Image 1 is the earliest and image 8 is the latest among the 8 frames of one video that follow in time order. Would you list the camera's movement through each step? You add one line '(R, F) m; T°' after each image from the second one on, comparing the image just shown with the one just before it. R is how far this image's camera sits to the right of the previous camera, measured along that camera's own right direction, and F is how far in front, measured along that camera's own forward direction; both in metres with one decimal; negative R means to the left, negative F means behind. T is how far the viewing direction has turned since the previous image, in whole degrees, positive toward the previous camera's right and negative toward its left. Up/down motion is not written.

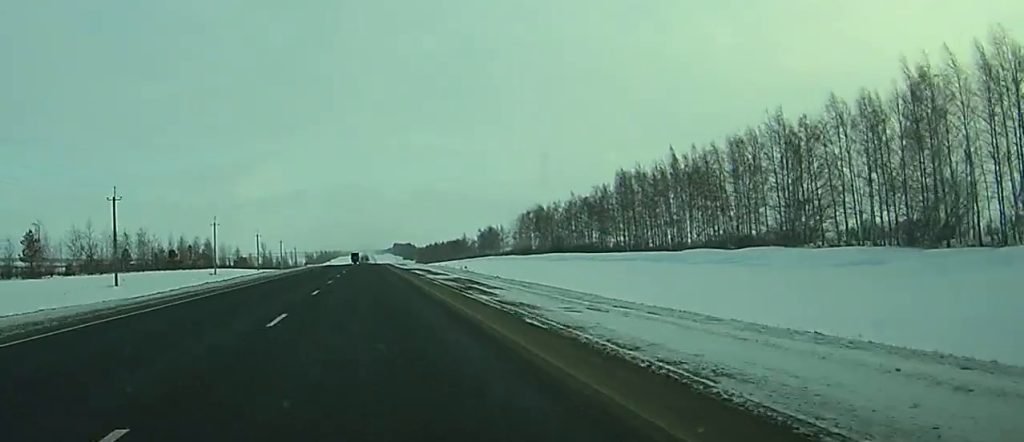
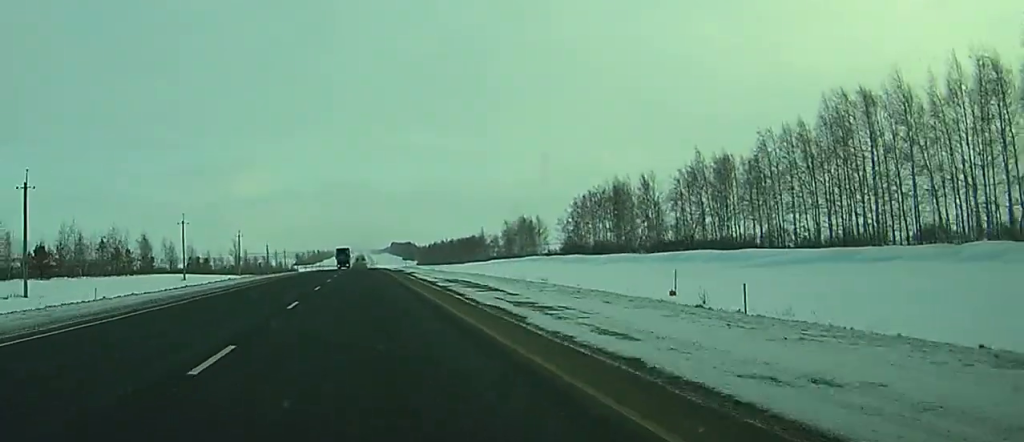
(+0.1, +77.5) m; 0°
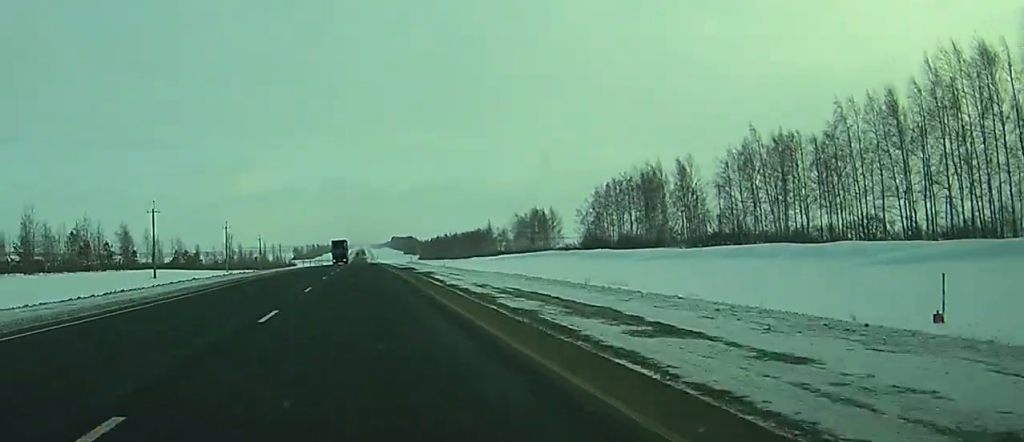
(0.0, +17.6) m; 0°
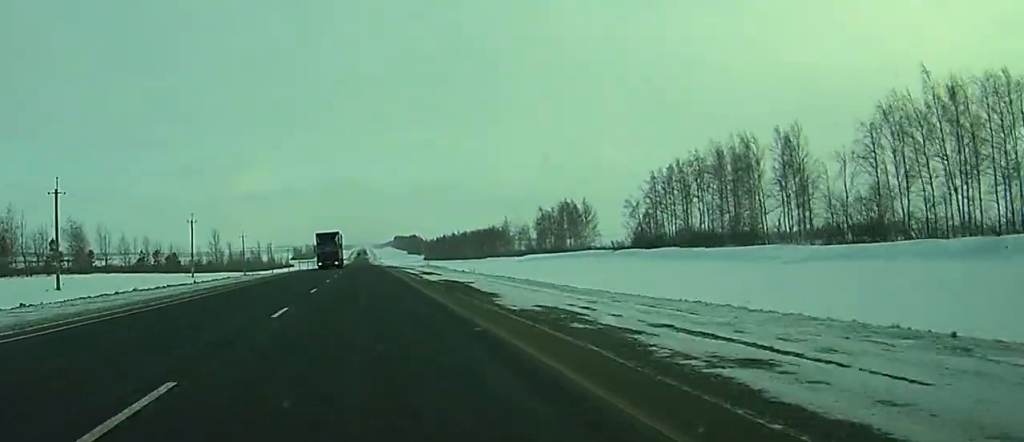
(0.0, +34.0) m; 0°
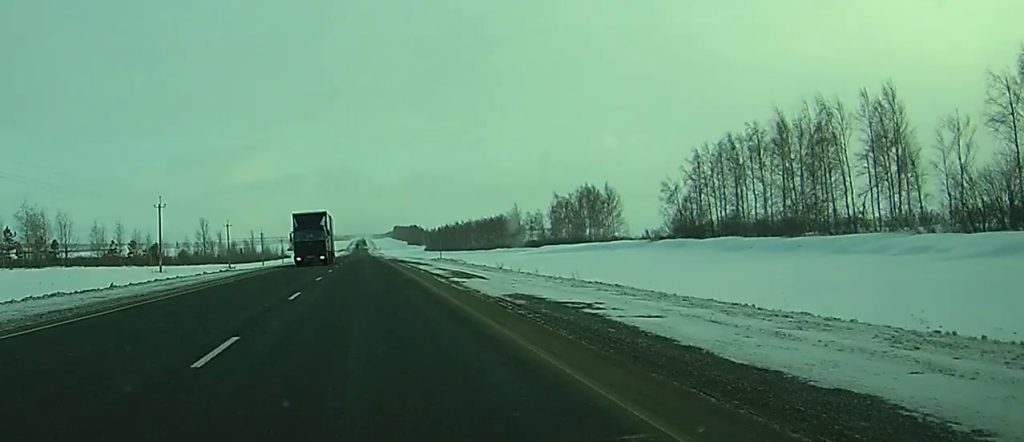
(-0.1, +19.9) m; 0°
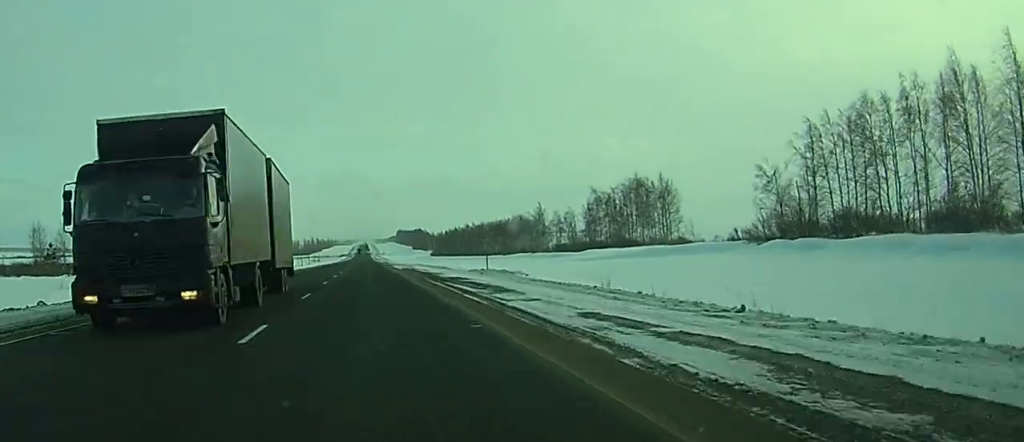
(+0.1, +32.8) m; 0°
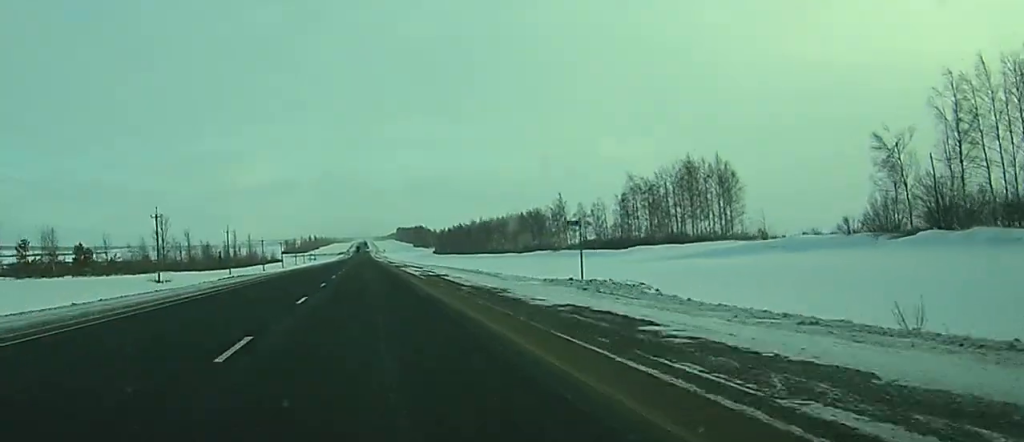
(0.0, +25.8) m; 0°
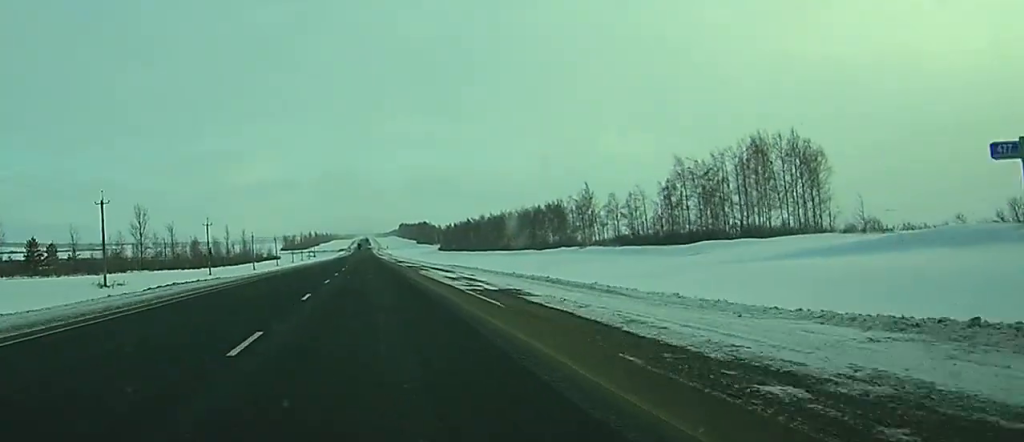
(0.0, +23.4) m; 0°
